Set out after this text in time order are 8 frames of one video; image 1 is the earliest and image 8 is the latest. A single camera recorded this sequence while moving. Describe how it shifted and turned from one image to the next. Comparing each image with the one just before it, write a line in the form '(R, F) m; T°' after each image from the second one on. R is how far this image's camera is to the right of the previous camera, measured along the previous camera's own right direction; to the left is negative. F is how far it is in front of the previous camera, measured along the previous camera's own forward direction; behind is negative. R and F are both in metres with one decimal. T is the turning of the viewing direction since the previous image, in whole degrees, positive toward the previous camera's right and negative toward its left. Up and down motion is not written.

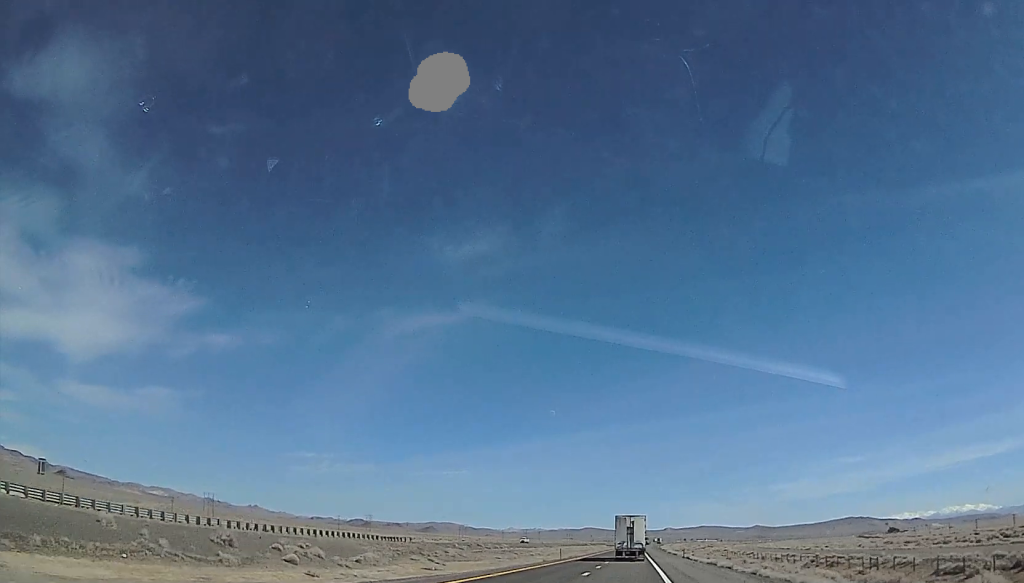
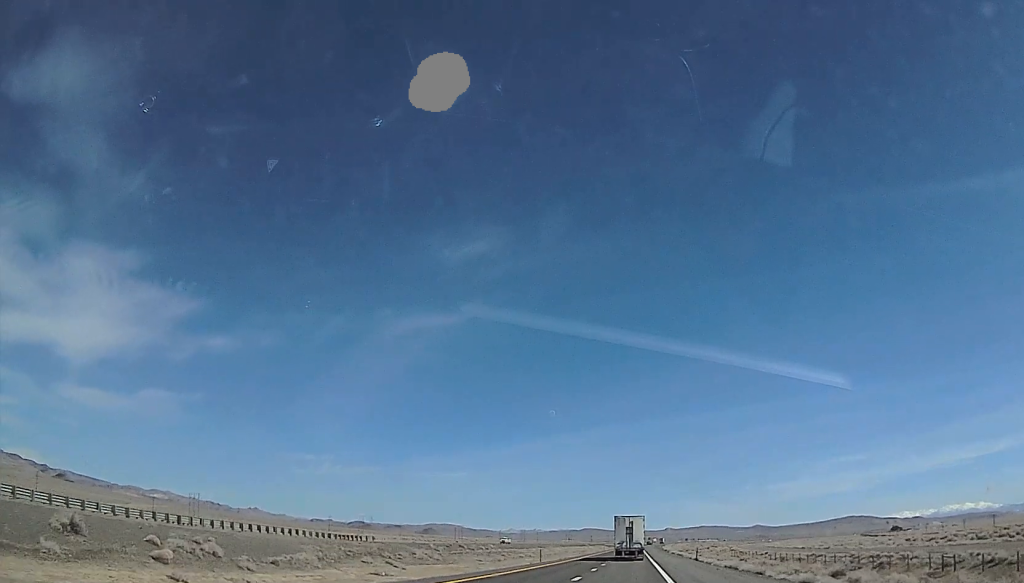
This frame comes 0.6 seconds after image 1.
(0.0, +18.3) m; 0°
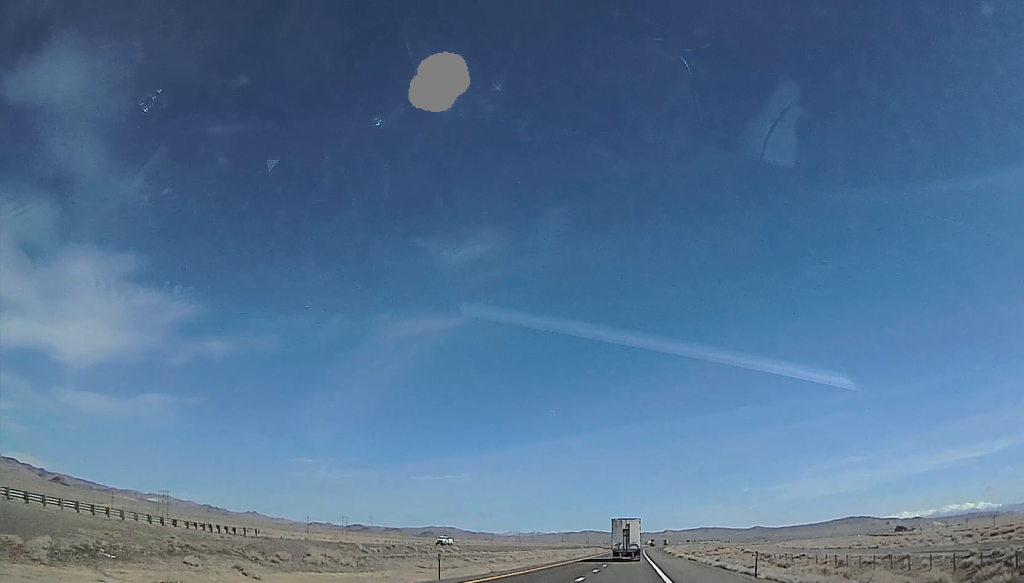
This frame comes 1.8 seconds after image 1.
(0.0, +34.7) m; 0°
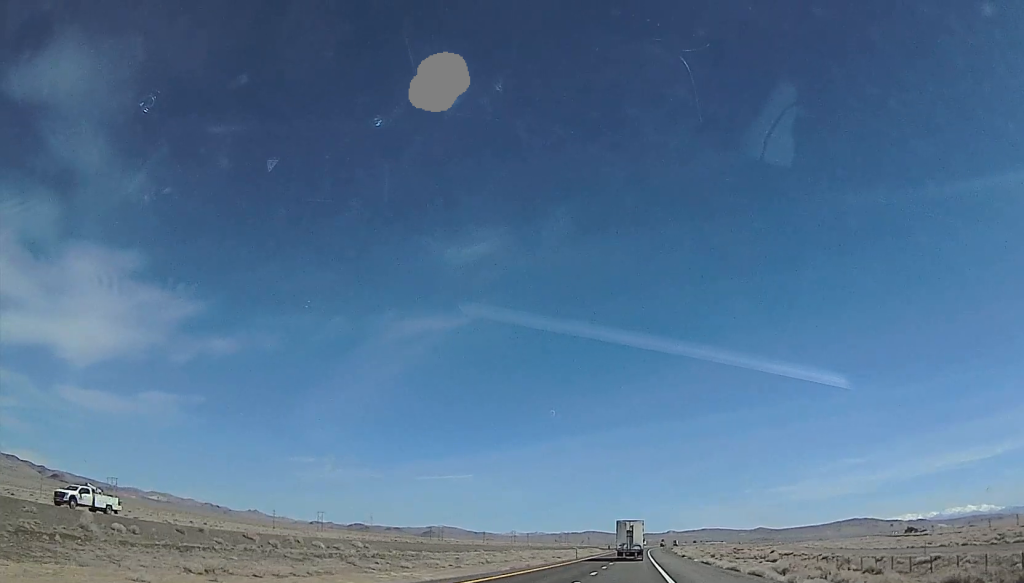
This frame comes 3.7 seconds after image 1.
(0.0, +54.0) m; 0°
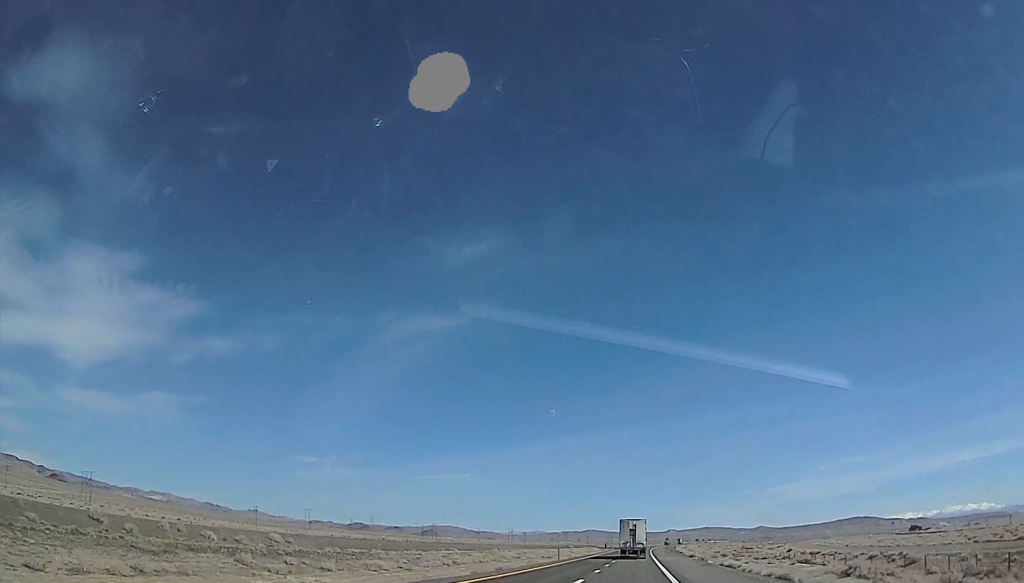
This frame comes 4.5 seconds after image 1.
(0.0, +23.1) m; 0°
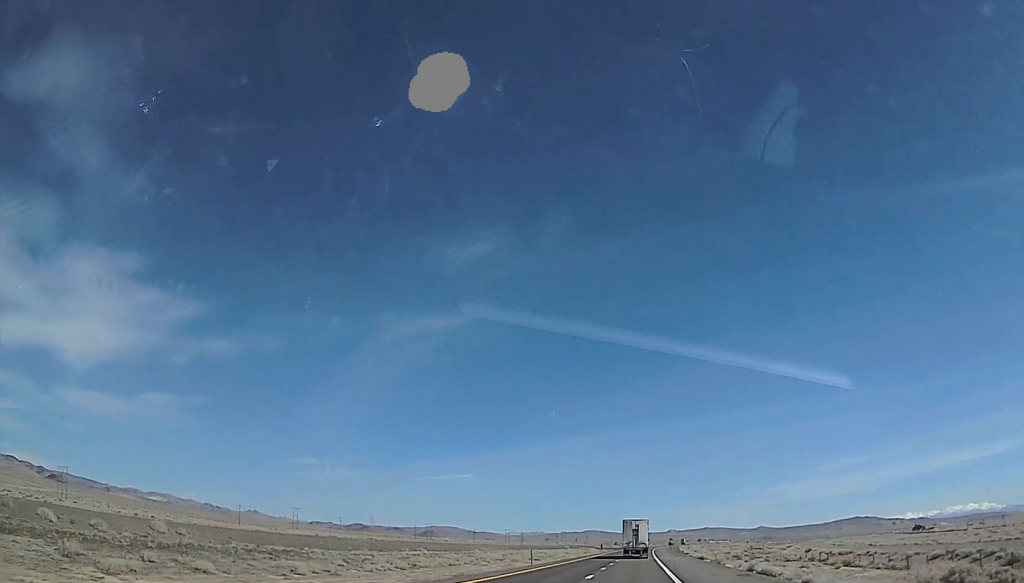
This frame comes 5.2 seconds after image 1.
(0.0, +20.2) m; 0°
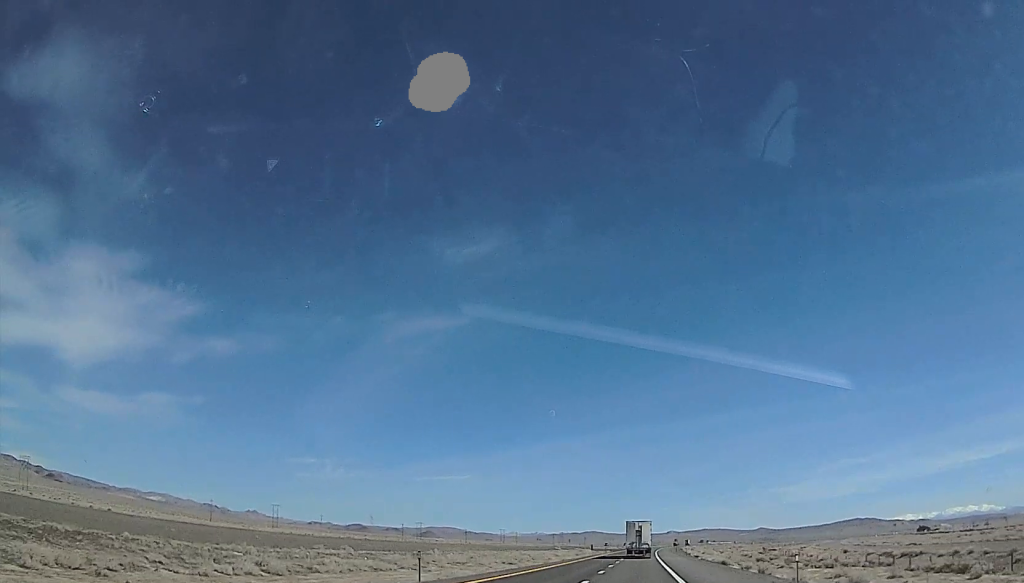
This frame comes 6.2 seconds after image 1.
(0.0, +29.9) m; 0°
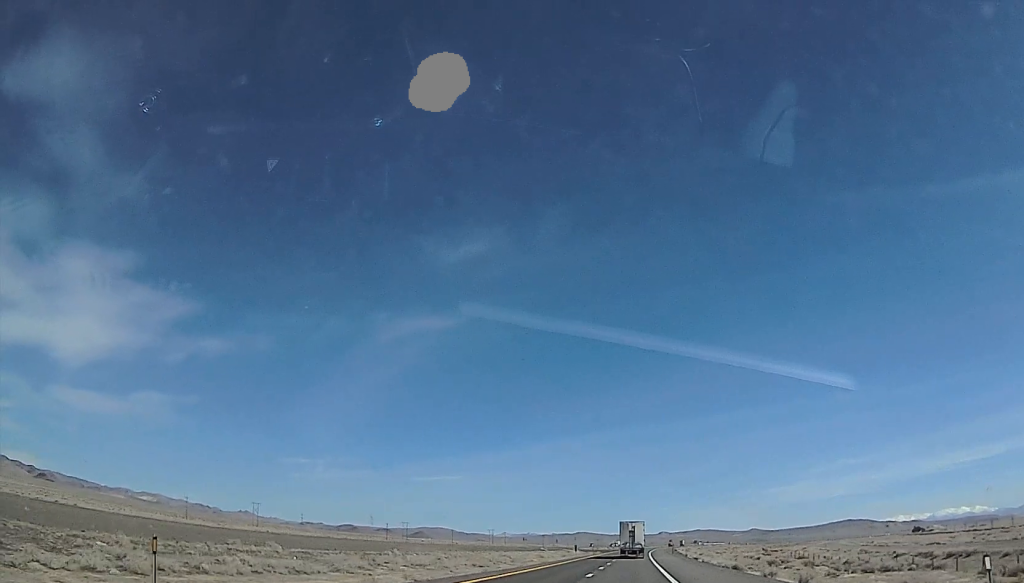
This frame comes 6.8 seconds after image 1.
(0.0, +16.4) m; 0°
